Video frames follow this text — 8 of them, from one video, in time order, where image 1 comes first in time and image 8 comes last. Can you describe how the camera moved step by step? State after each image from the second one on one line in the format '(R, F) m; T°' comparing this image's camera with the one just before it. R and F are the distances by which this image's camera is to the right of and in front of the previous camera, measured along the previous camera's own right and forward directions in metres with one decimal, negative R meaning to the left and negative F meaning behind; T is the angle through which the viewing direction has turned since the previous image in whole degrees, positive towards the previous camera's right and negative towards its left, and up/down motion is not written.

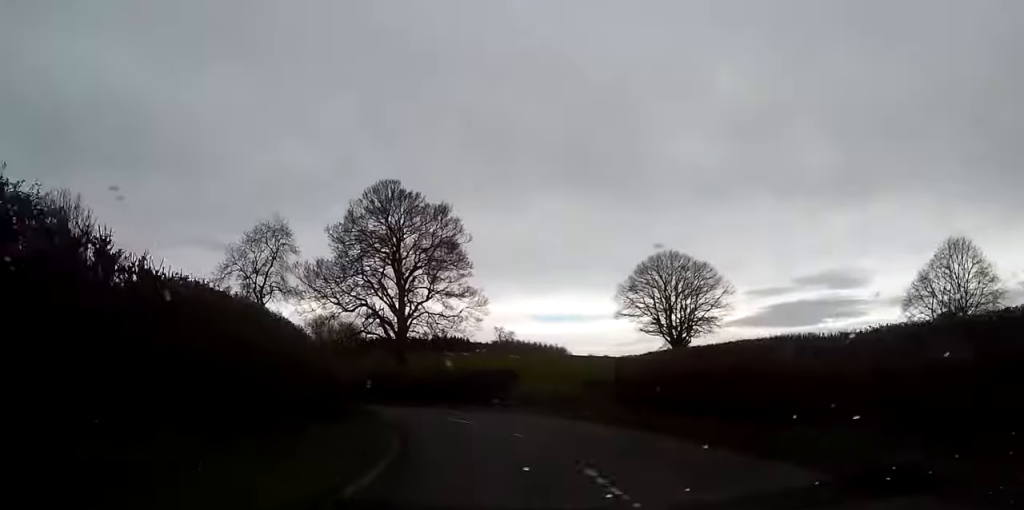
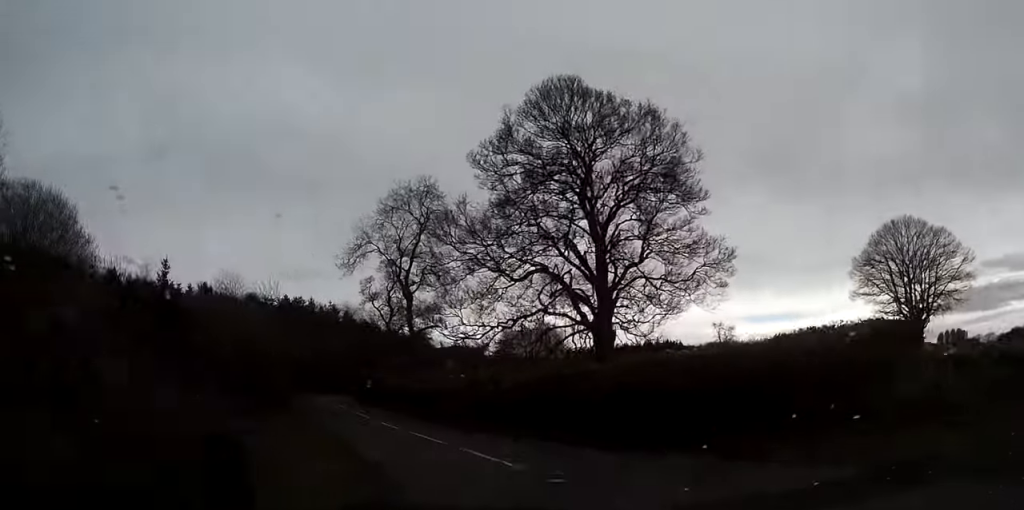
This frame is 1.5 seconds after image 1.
(-2.2, +25.8) m; -13°
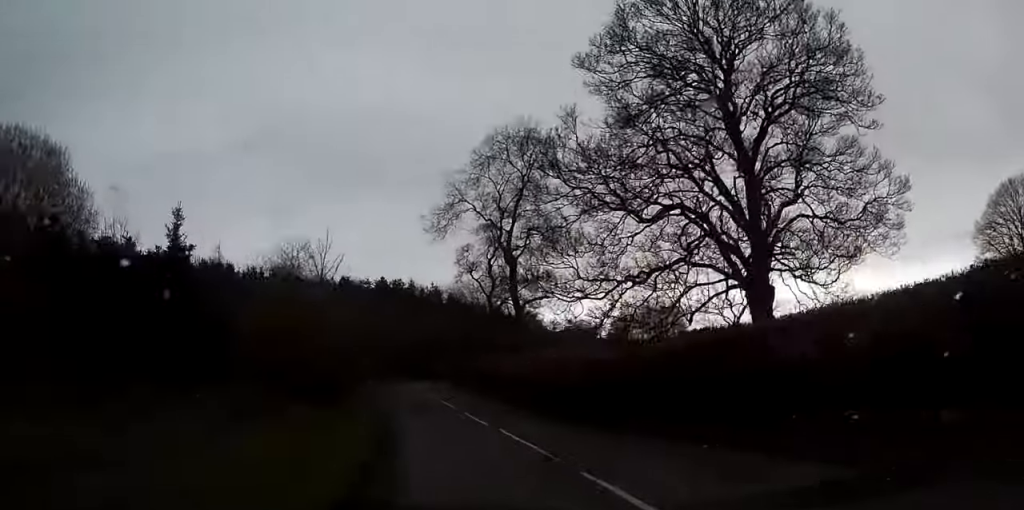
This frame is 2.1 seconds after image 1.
(-0.8, +10.7) m; -7°
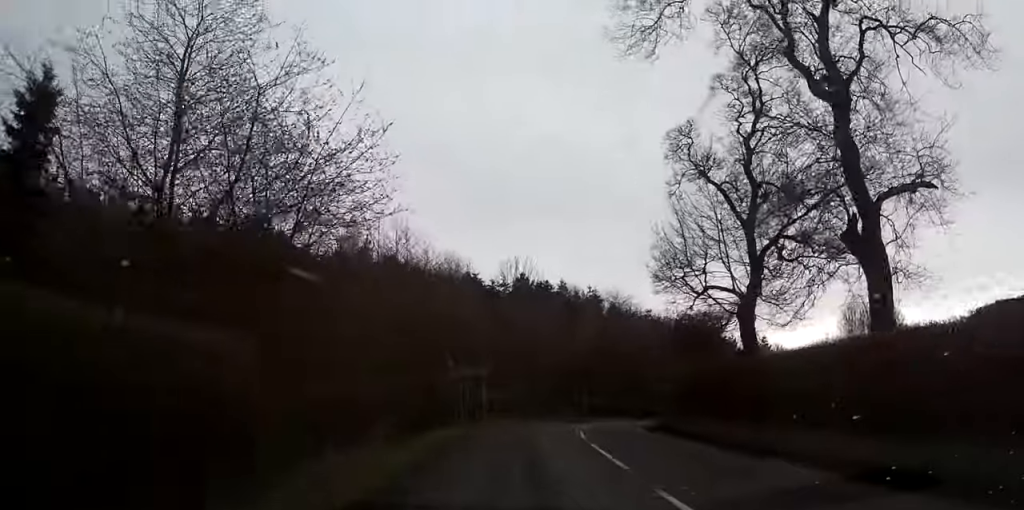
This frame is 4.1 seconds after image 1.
(-6.1, +37.2) m; -12°
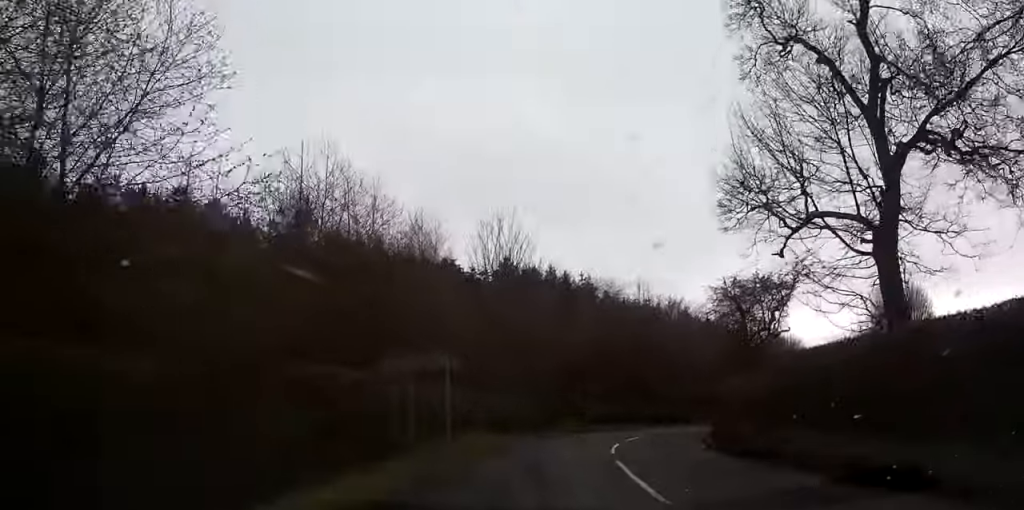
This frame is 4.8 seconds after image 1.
(+0.1, +12.1) m; +2°
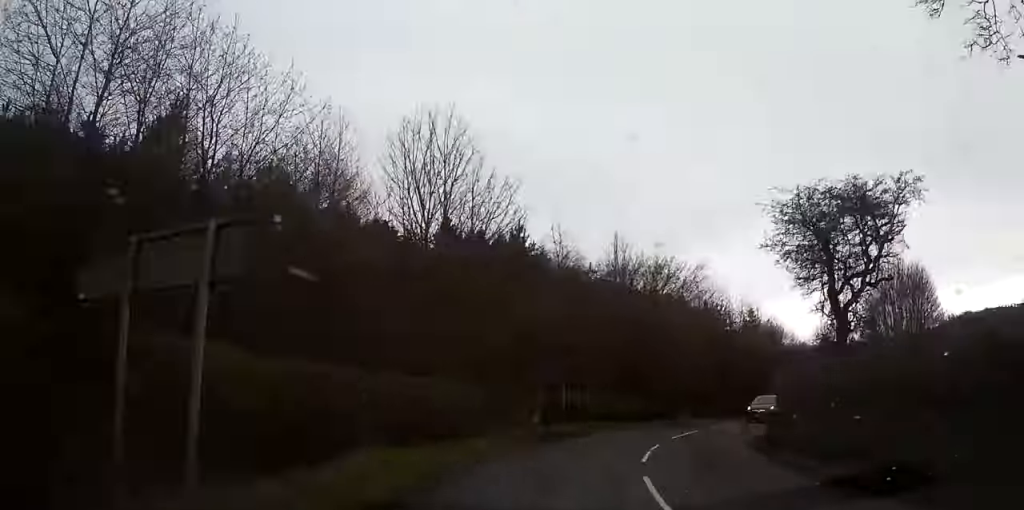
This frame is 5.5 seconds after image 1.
(+0.2, +12.6) m; +4°
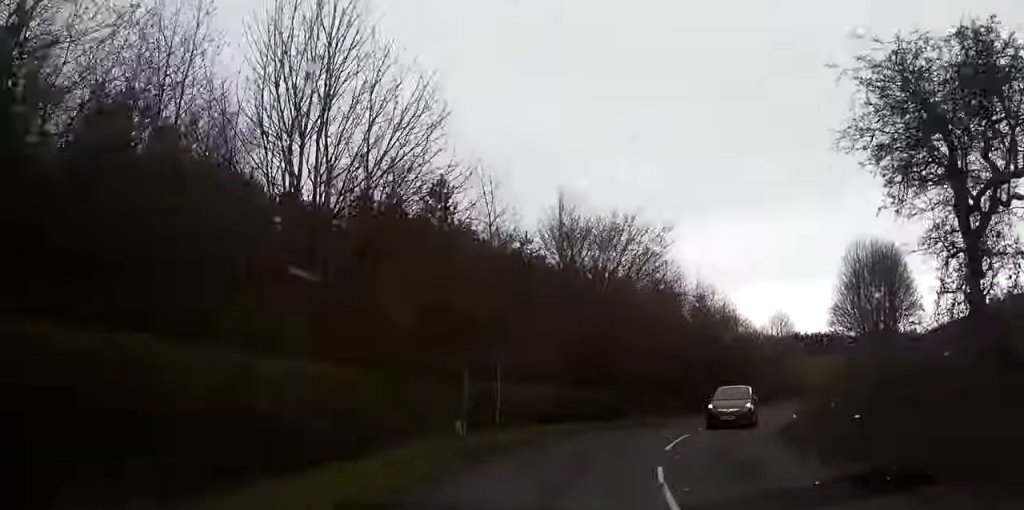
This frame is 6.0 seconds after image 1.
(+0.2, +8.4) m; +5°
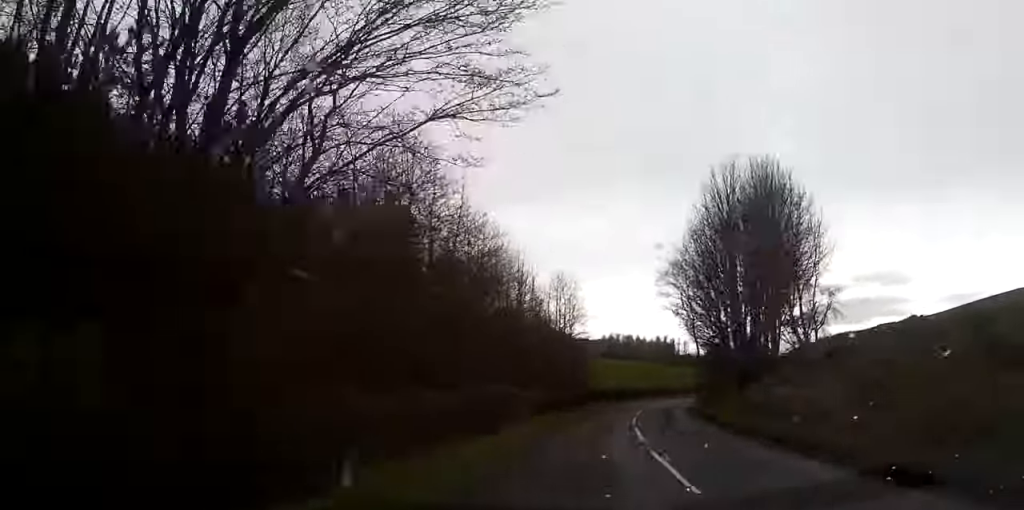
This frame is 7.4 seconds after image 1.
(+3.9, +25.5) m; +19°
